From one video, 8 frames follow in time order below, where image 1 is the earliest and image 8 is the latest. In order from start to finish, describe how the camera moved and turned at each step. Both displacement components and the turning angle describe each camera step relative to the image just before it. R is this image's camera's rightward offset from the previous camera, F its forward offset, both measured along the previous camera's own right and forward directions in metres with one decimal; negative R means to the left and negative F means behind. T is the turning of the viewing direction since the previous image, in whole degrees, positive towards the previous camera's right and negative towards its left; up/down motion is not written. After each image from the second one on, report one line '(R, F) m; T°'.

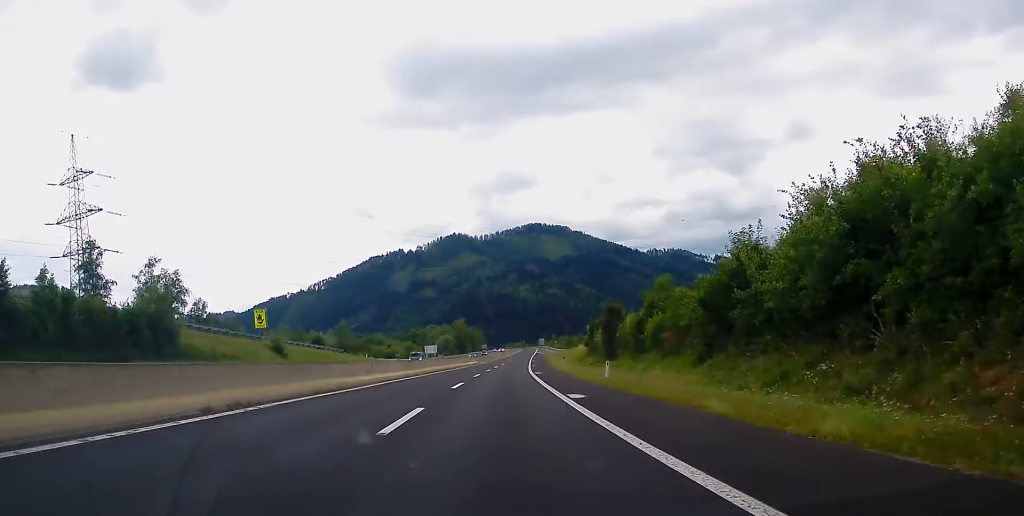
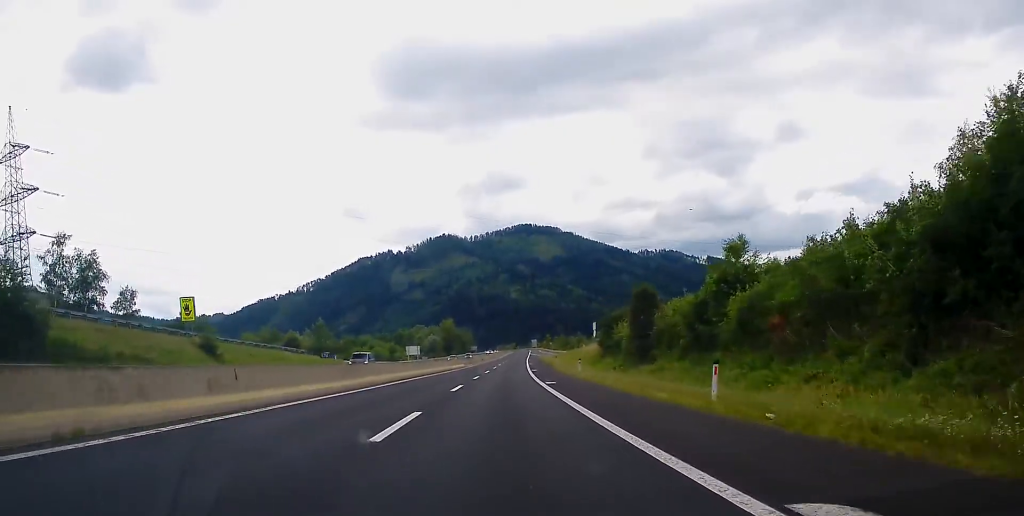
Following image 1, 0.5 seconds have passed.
(+0.2, +18.7) m; +1°
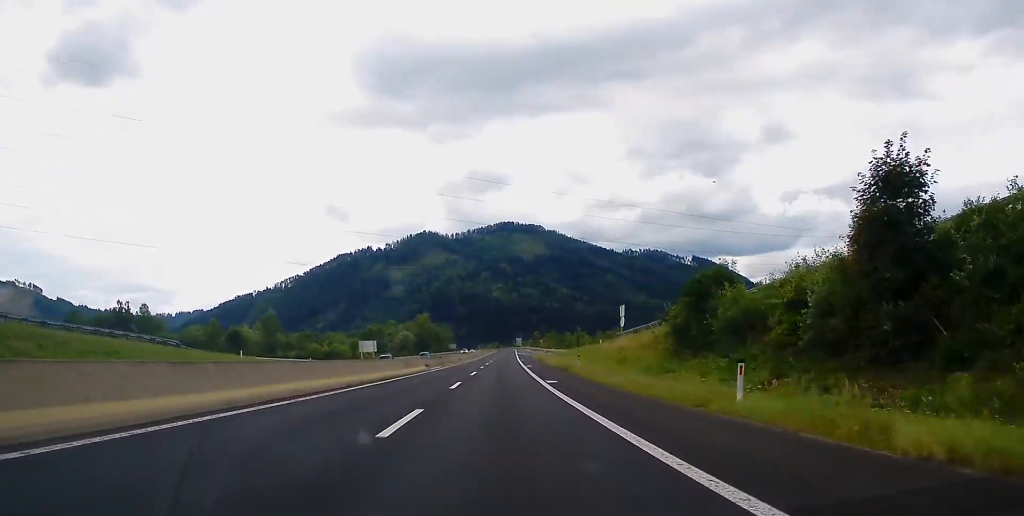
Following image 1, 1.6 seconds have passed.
(0.0, +35.1) m; 0°
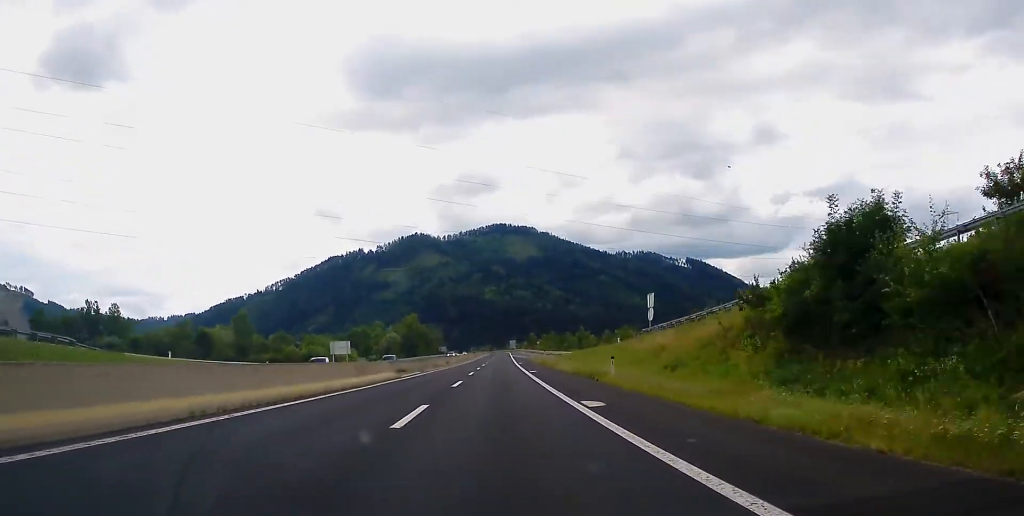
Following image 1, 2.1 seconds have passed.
(0.0, +15.9) m; +1°
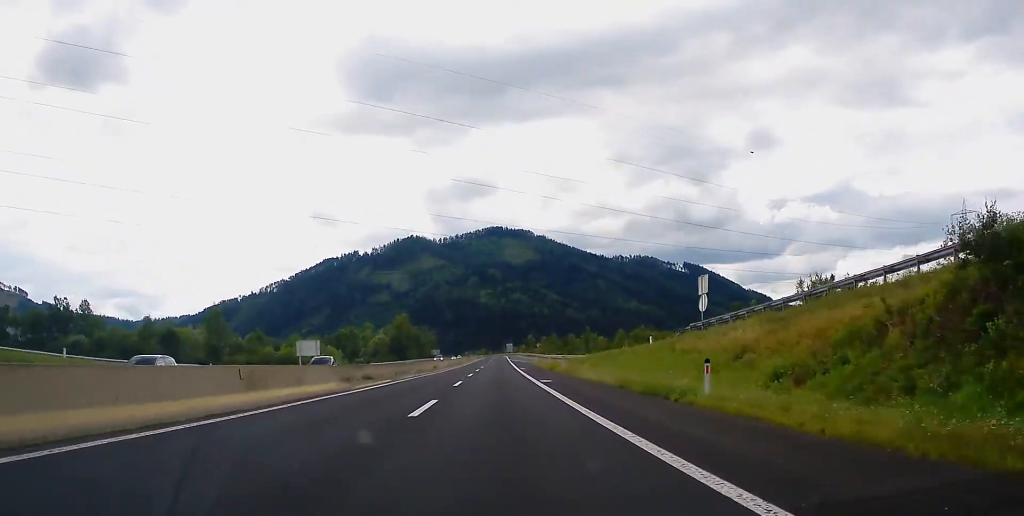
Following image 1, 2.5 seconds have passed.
(-0.2, +15.3) m; 0°
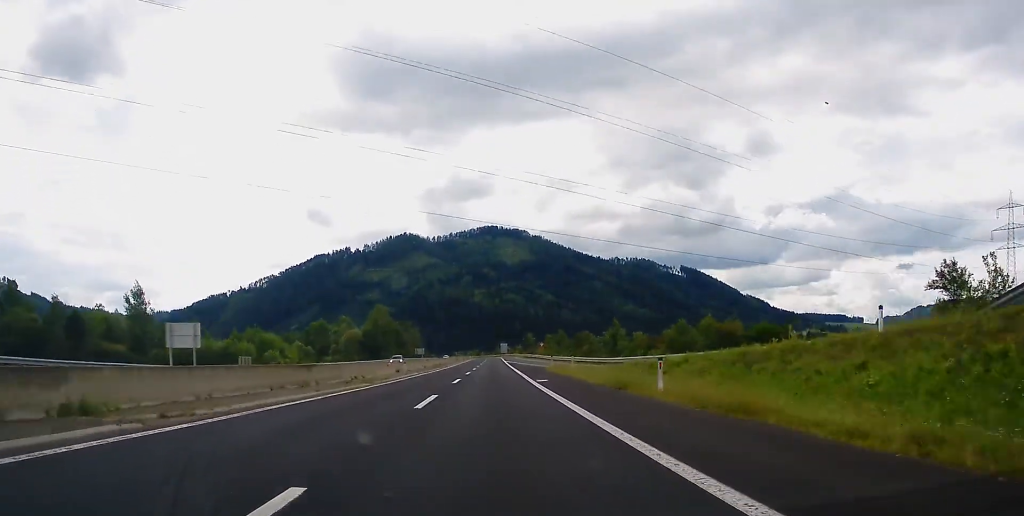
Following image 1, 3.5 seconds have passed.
(+0.7, +33.0) m; +1°
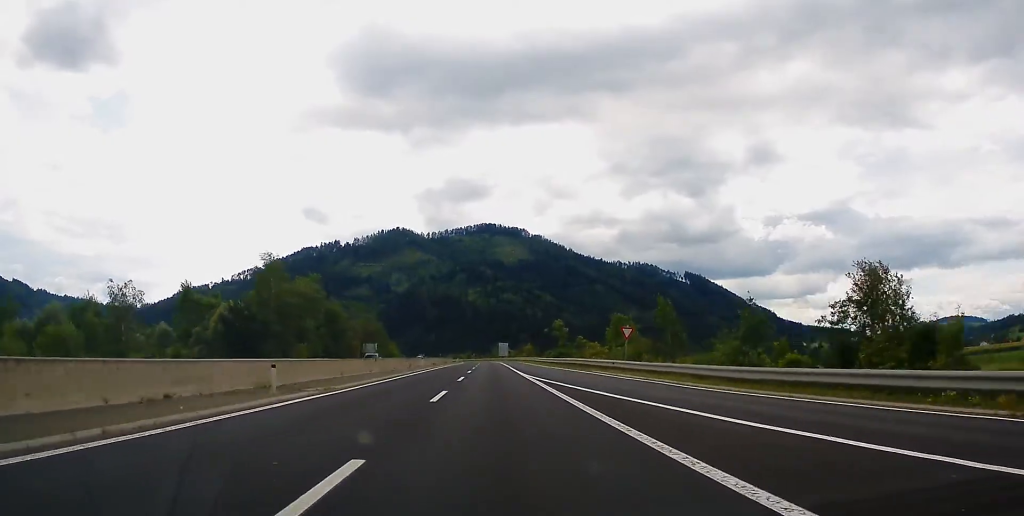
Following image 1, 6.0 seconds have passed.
(-0.6, +87.0) m; -1°
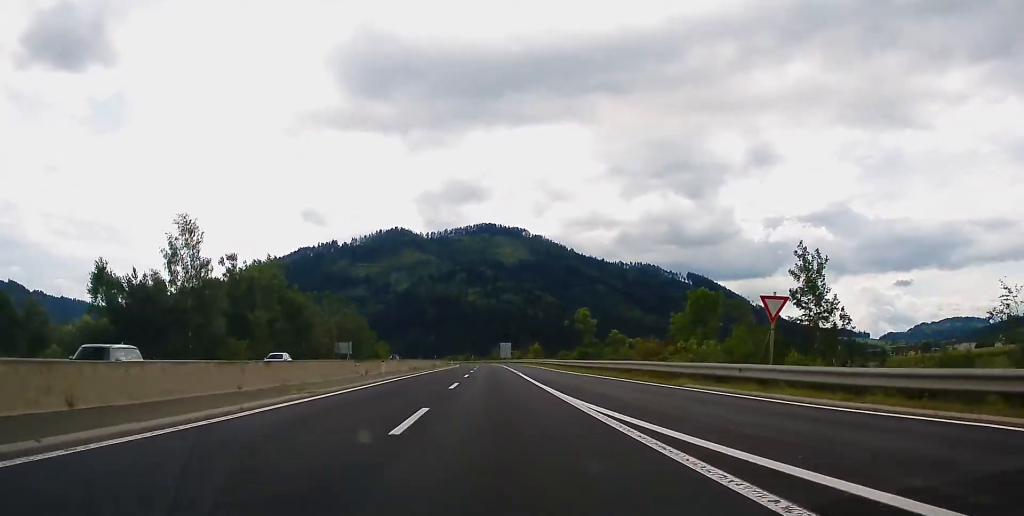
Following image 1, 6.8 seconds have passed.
(+0.1, +26.3) m; 0°
